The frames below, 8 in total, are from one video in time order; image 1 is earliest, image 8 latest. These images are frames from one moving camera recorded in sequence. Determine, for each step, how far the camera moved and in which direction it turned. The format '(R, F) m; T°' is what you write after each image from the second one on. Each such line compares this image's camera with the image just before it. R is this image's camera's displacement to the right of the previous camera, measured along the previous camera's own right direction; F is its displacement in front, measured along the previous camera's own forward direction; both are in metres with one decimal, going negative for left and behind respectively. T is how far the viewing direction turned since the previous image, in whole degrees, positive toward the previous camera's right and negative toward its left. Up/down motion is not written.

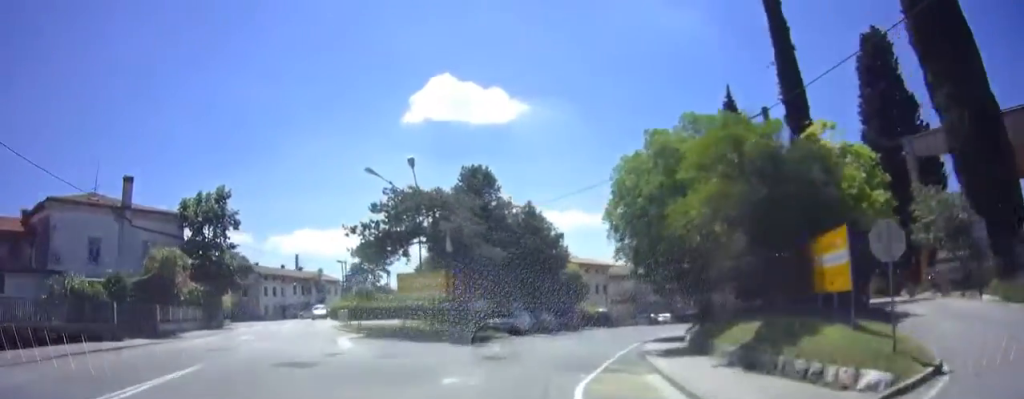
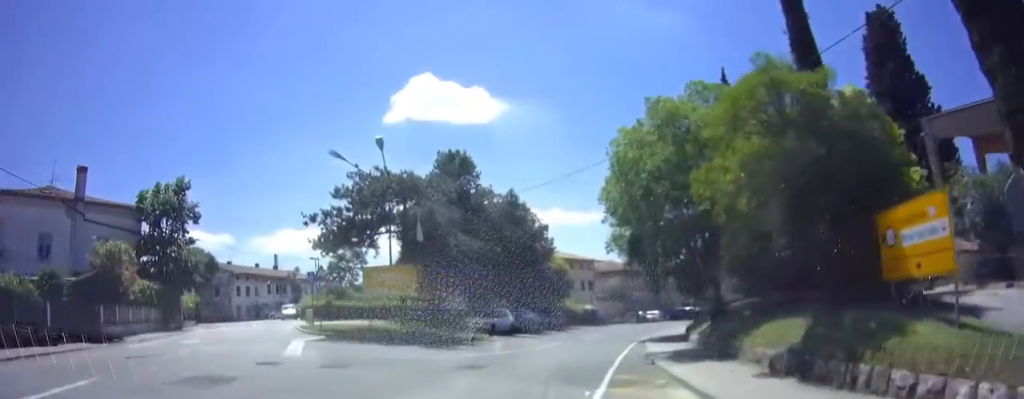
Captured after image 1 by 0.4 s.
(+0.2, +3.3) m; +3°
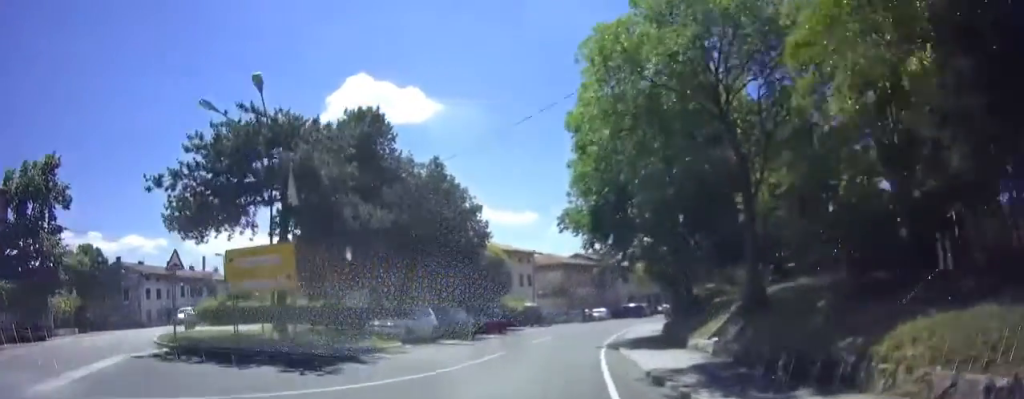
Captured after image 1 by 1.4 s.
(+0.4, +7.4) m; +6°
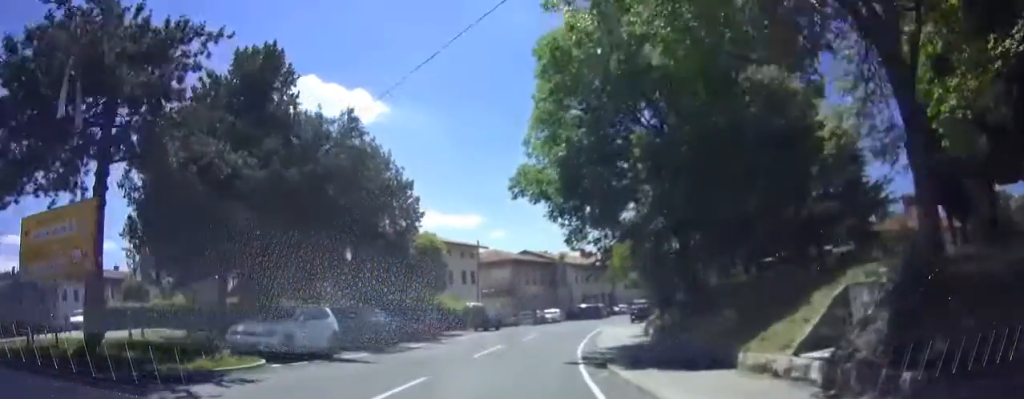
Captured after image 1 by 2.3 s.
(+0.4, +7.4) m; +5°
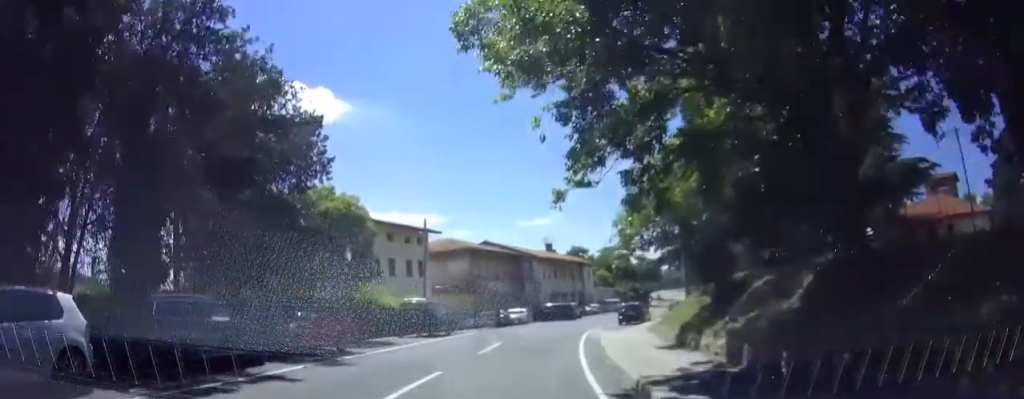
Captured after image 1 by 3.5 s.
(+0.4, +9.4) m; +4°
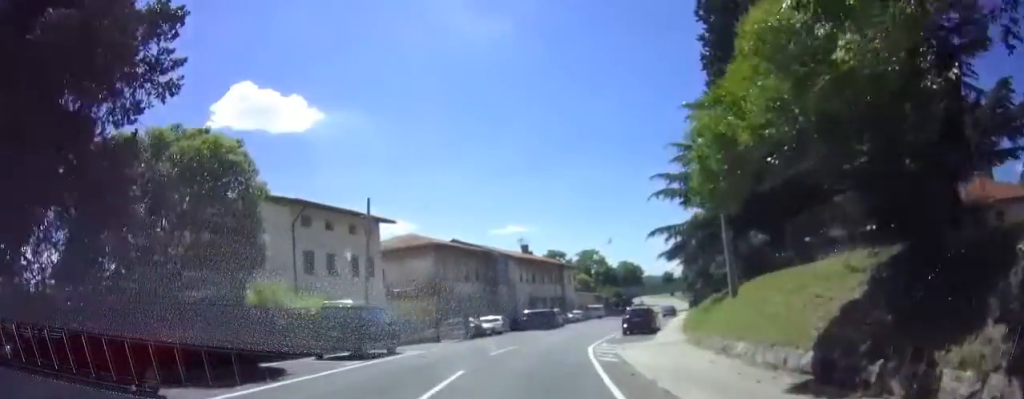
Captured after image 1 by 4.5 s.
(+0.3, +8.3) m; +4°
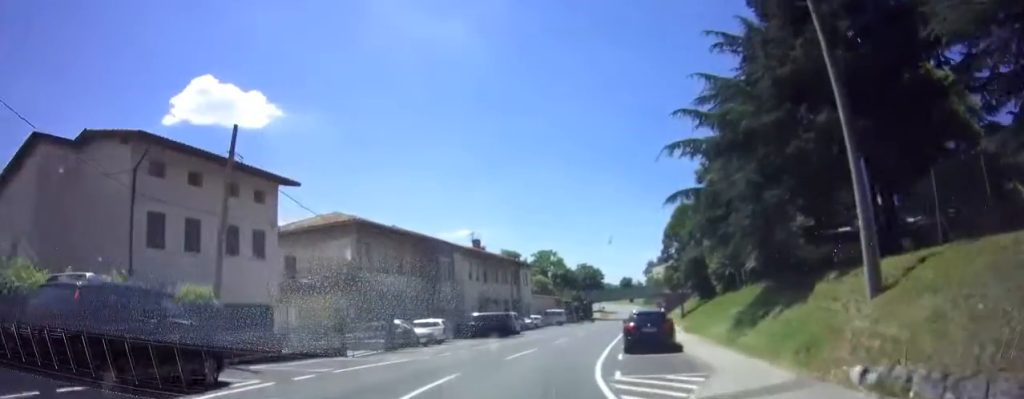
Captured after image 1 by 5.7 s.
(+0.4, +10.3) m; +5°
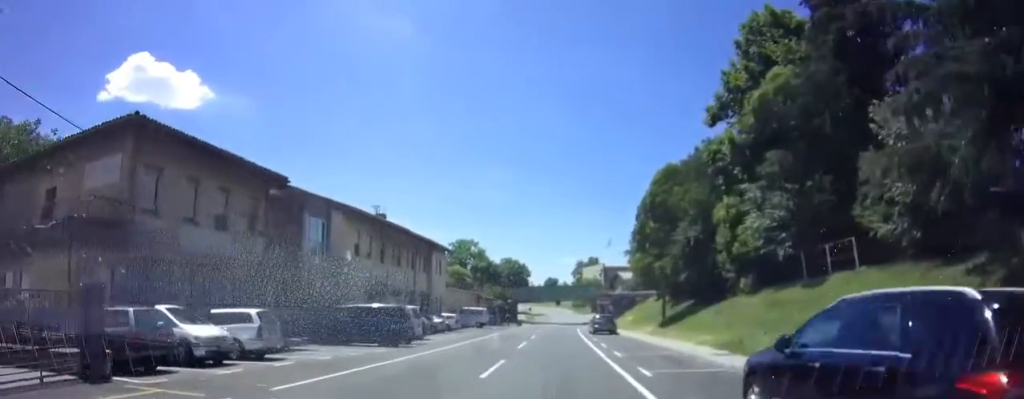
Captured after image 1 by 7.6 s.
(+1.2, +15.4) m; +9°
